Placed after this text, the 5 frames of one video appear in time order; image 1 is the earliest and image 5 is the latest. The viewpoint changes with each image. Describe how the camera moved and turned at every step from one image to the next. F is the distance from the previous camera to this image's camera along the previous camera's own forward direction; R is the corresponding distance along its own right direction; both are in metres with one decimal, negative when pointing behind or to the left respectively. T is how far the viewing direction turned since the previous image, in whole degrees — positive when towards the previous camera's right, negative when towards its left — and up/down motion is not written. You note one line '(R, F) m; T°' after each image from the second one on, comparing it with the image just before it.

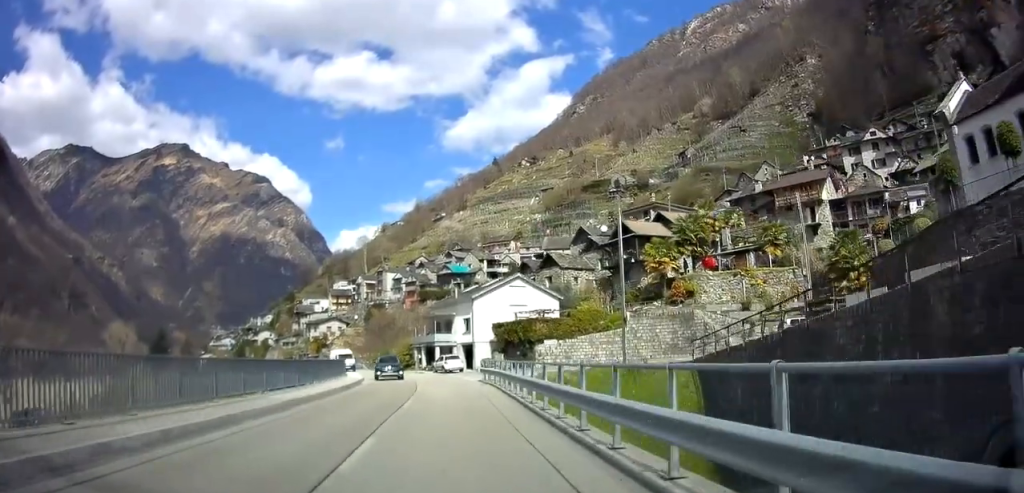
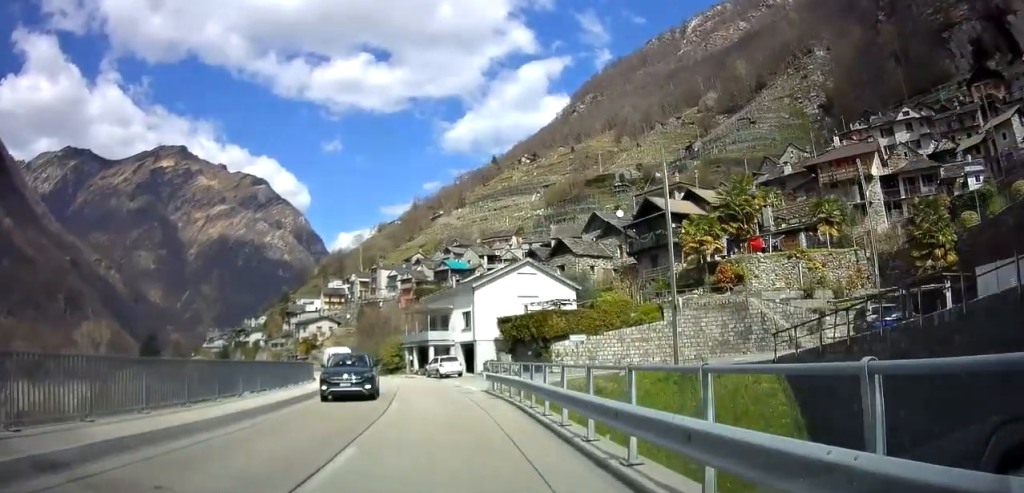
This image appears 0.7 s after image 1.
(+0.1, +9.2) m; -1°
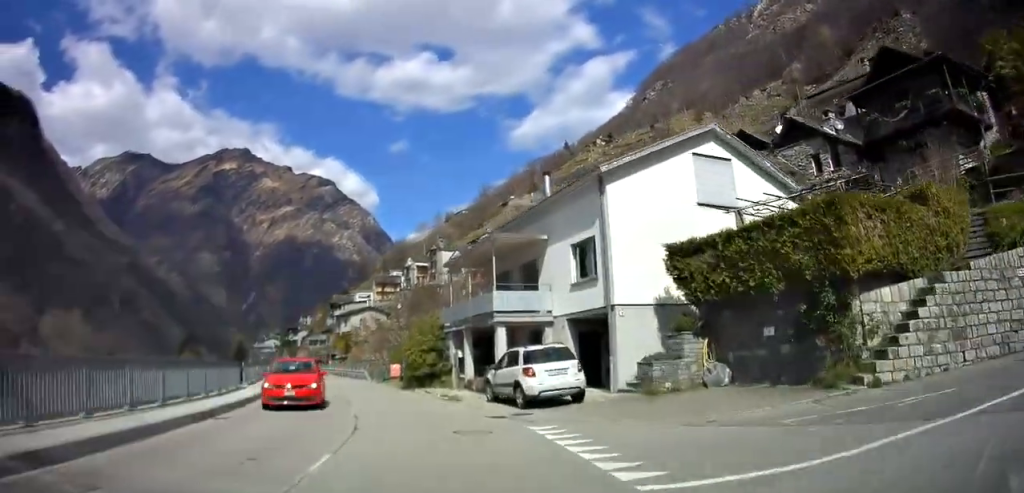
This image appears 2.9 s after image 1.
(-0.8, +26.5) m; -4°
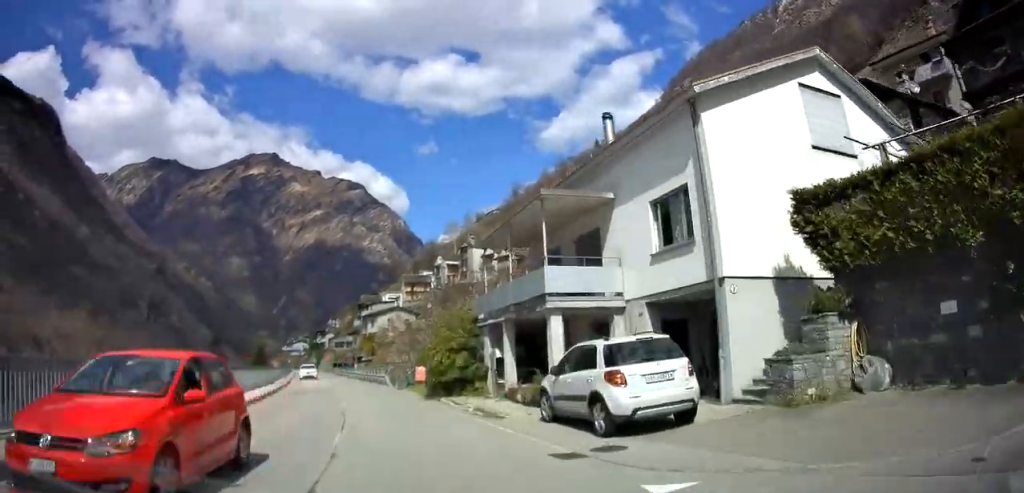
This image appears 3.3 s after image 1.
(-0.1, +5.5) m; -4°
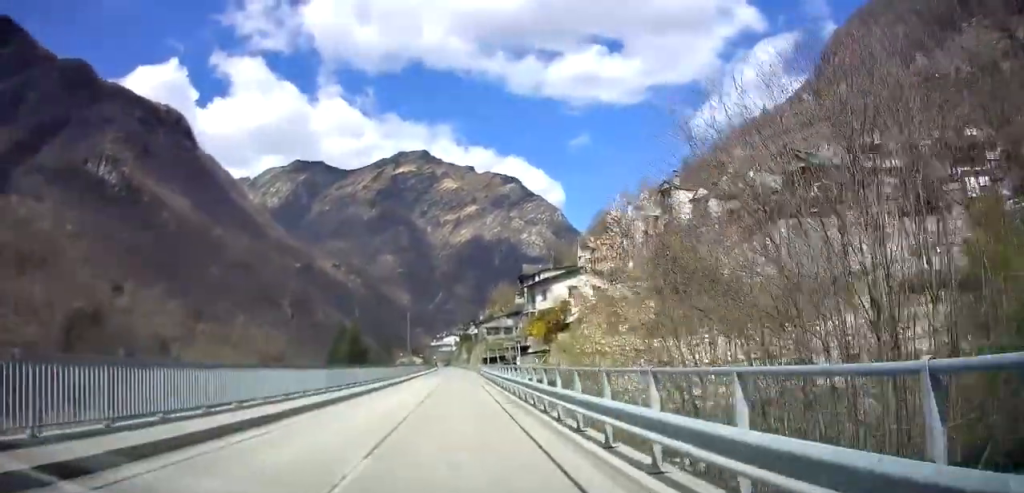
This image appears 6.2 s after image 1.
(-7.2, +36.7) m; -12°
